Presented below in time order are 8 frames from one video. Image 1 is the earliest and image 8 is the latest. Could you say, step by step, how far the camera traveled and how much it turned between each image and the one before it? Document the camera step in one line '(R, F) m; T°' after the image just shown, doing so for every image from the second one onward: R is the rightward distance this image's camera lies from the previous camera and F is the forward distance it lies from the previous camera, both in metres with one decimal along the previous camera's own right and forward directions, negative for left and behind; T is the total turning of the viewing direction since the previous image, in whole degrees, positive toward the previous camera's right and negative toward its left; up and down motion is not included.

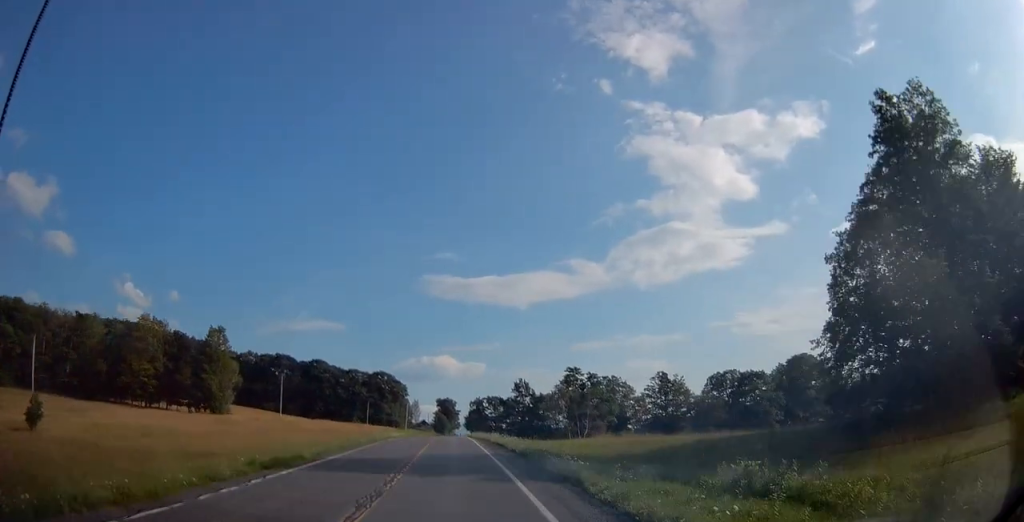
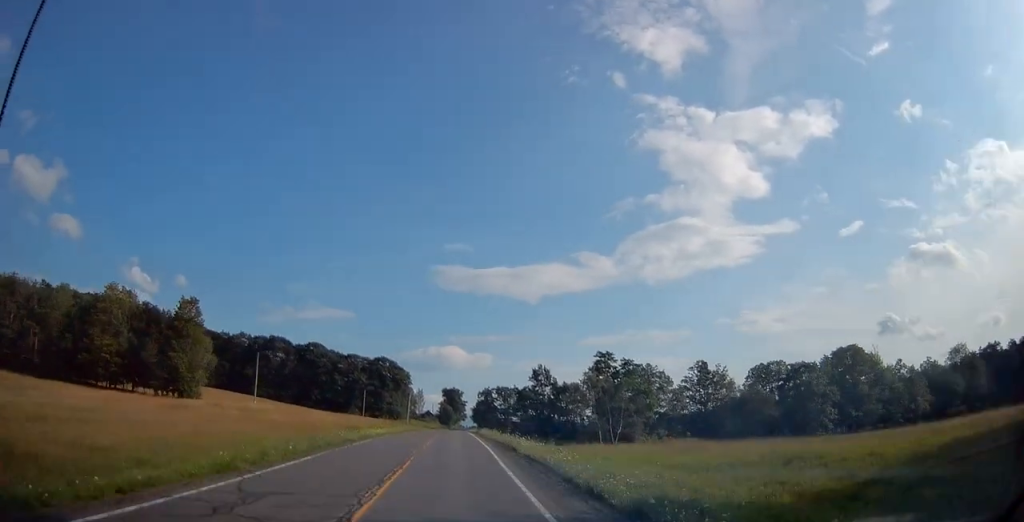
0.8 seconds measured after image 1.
(-0.2, +16.5) m; -1°
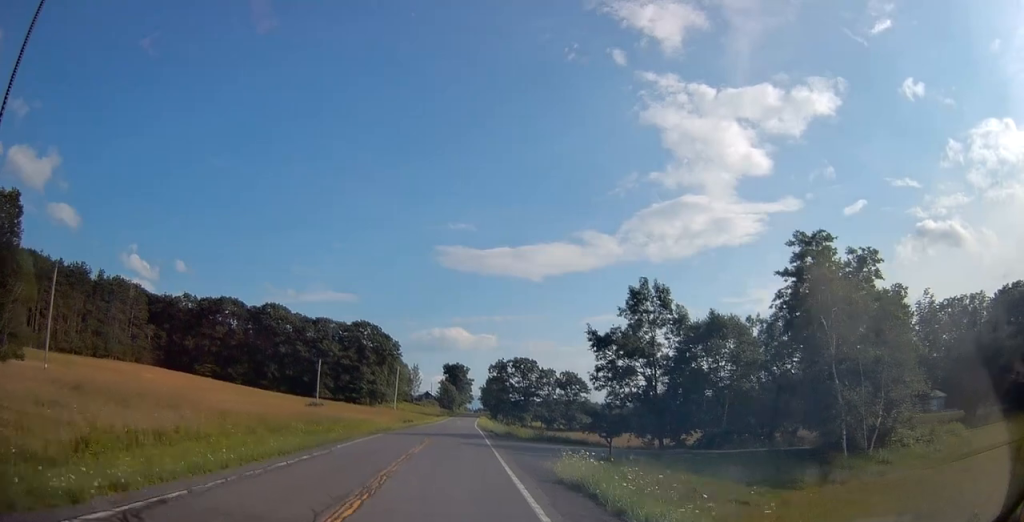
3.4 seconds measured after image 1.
(-0.2, +44.6) m; +1°
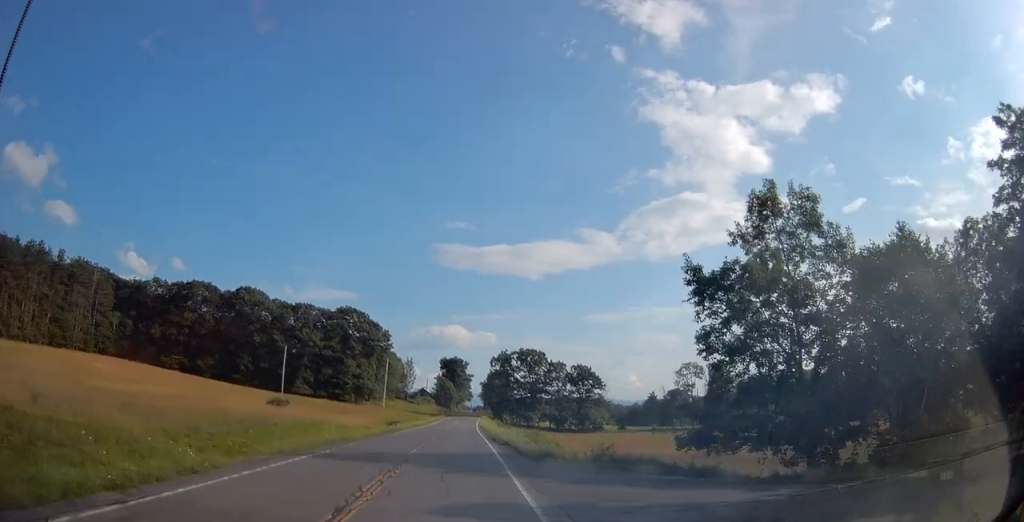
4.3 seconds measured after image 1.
(+0.1, +17.0) m; 0°
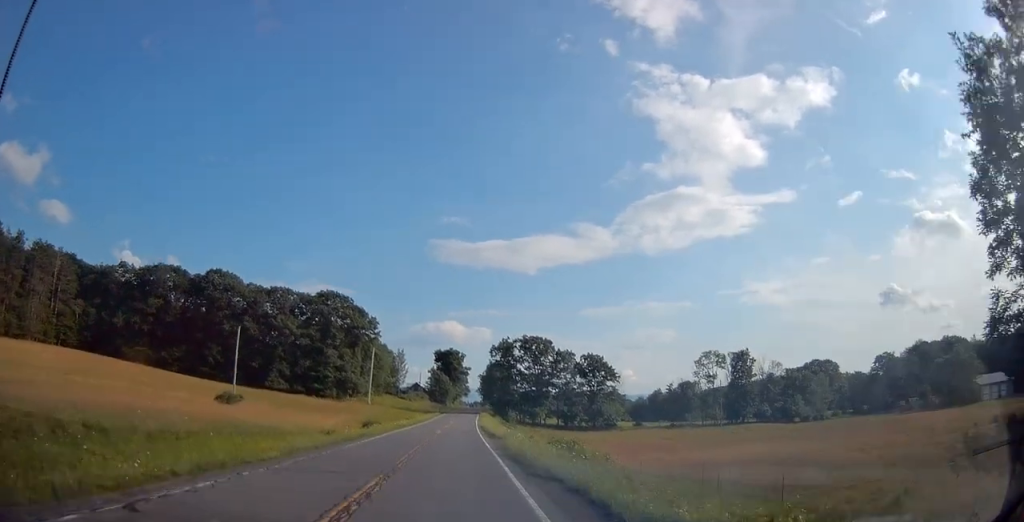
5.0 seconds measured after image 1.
(-0.1, +15.7) m; 0°
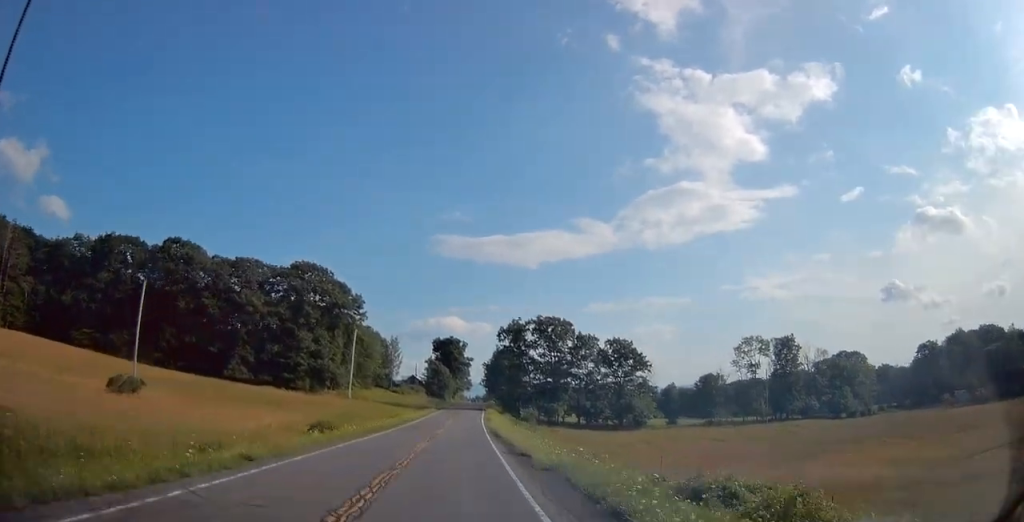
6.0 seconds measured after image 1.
(+0.1, +21.6) m; +1°
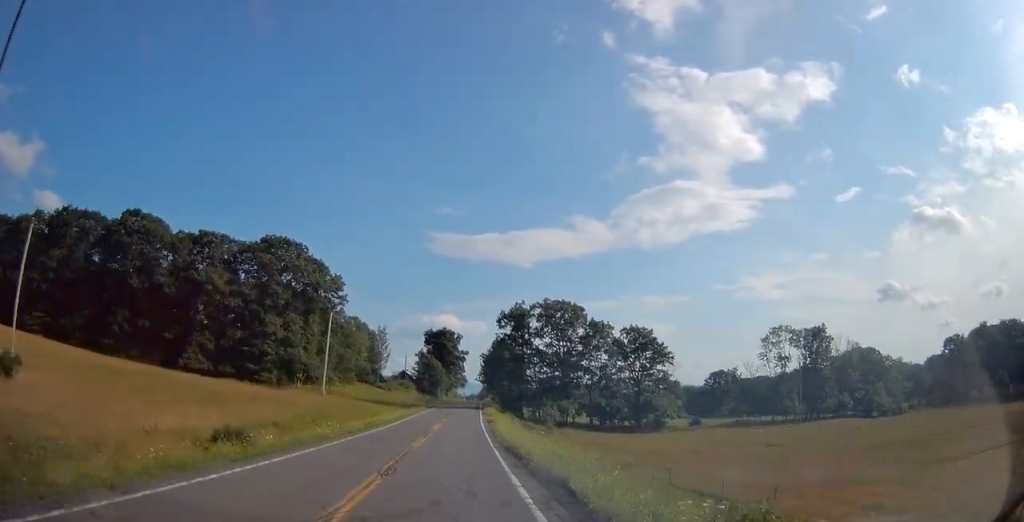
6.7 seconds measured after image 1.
(+0.1, +15.2) m; 0°
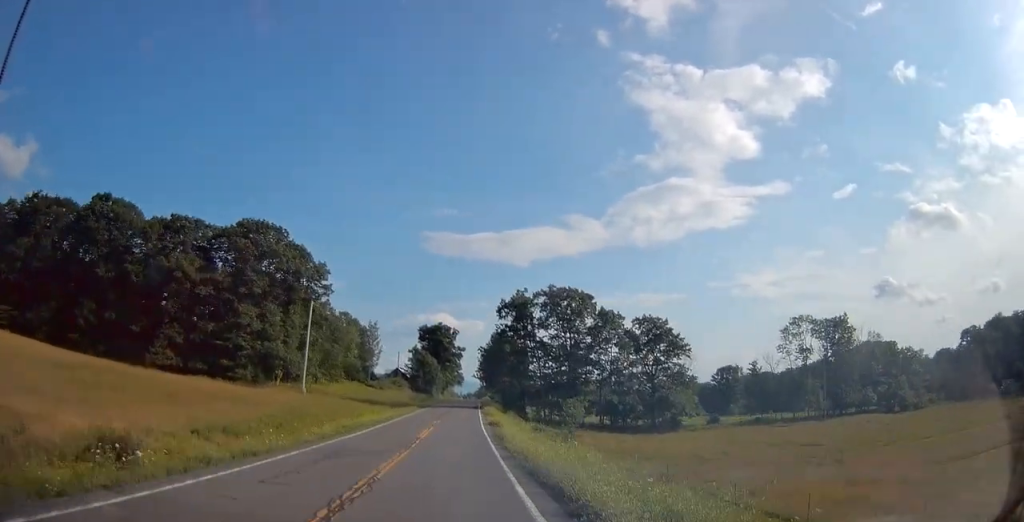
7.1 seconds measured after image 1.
(0.0, +9.5) m; 0°
